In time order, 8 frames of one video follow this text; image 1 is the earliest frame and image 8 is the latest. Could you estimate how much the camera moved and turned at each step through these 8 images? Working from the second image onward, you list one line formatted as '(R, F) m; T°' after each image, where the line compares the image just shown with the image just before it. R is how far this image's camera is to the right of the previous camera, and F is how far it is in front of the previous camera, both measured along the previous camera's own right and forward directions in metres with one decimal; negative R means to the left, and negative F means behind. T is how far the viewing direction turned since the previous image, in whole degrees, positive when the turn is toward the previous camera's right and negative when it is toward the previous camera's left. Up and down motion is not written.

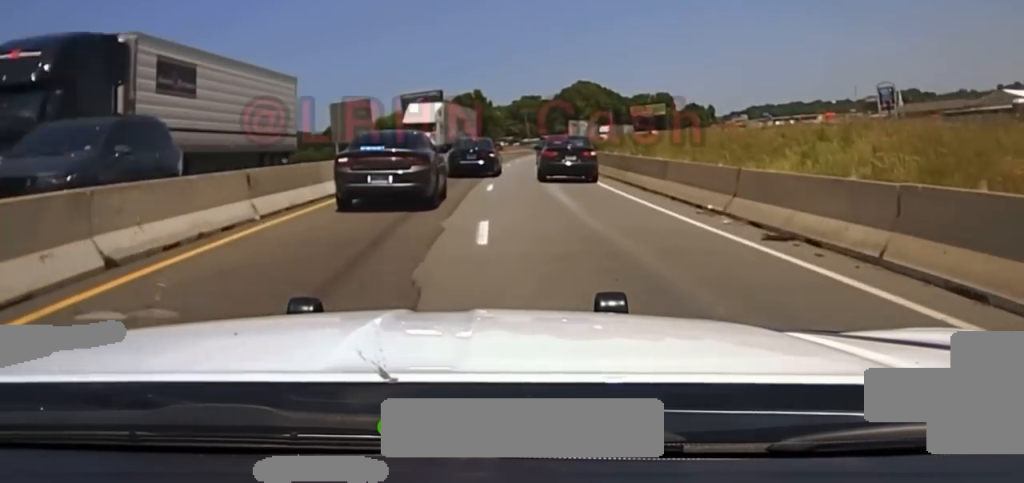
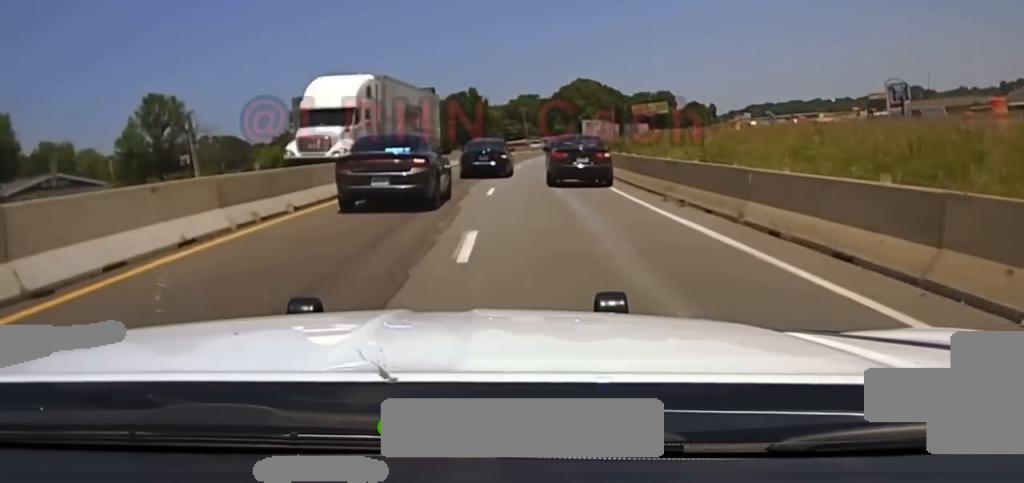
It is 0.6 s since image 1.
(+0.1, +14.7) m; +1°
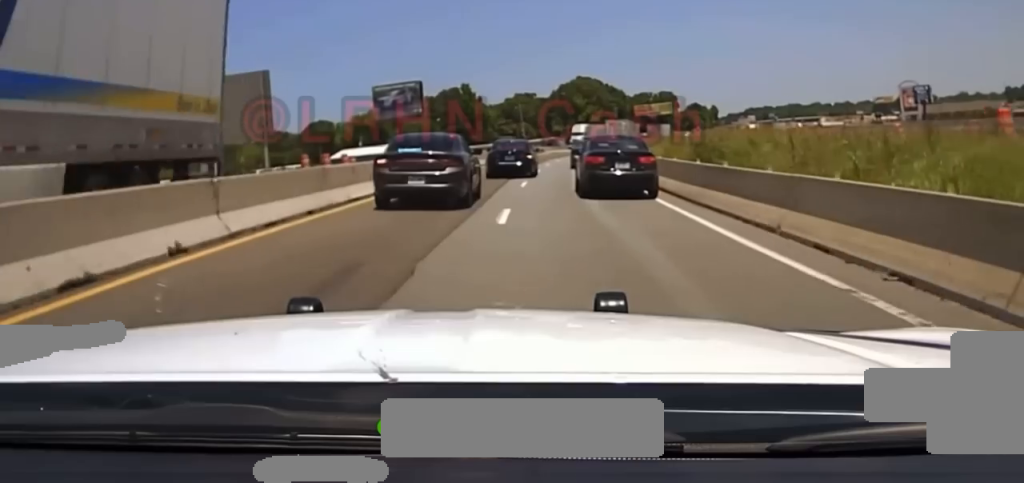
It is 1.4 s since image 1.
(+0.2, +20.2) m; +2°
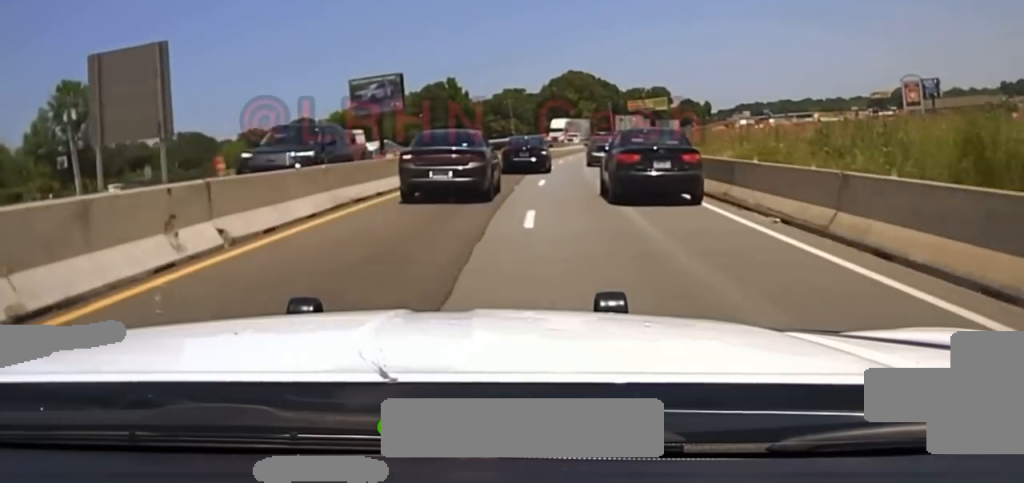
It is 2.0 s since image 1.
(+0.2, +14.9) m; +1°
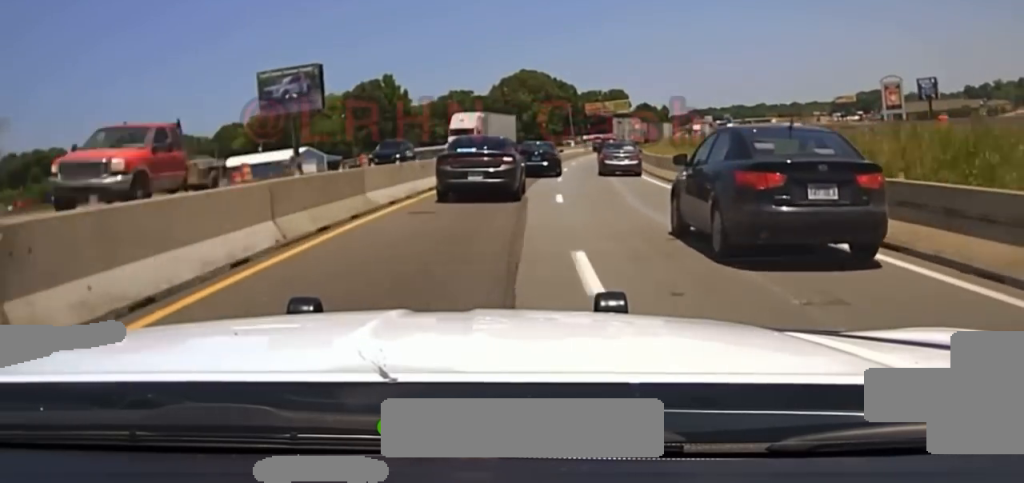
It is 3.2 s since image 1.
(+0.4, +31.0) m; +2°
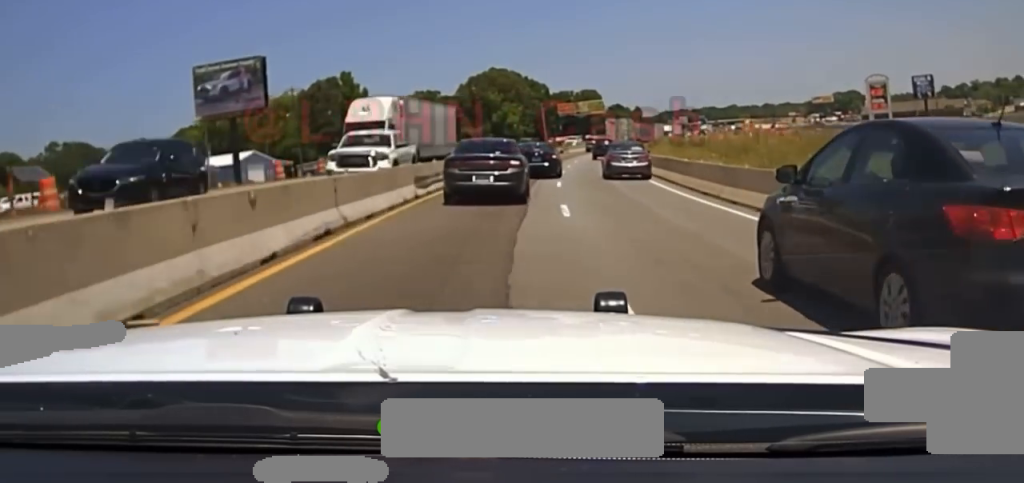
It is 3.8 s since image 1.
(+0.3, +13.5) m; +2°
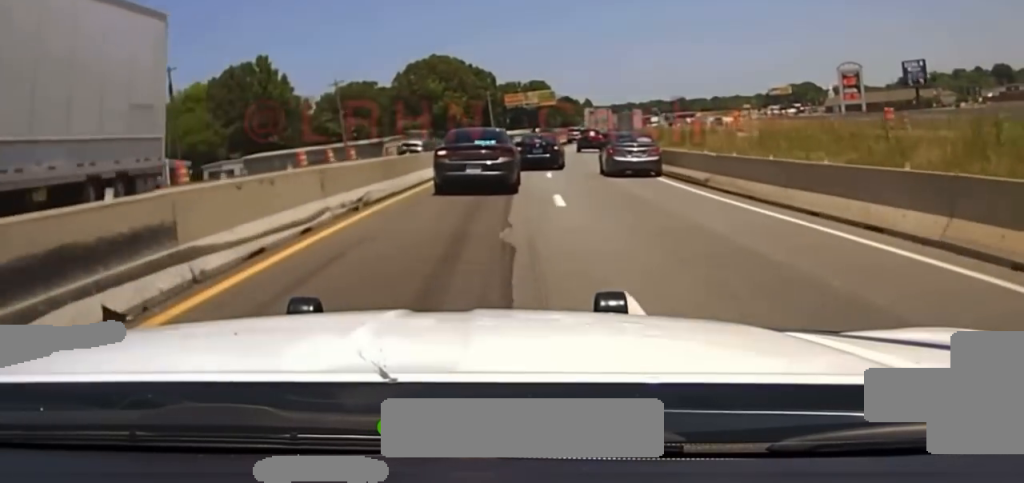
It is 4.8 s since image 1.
(+0.5, +21.1) m; +2°
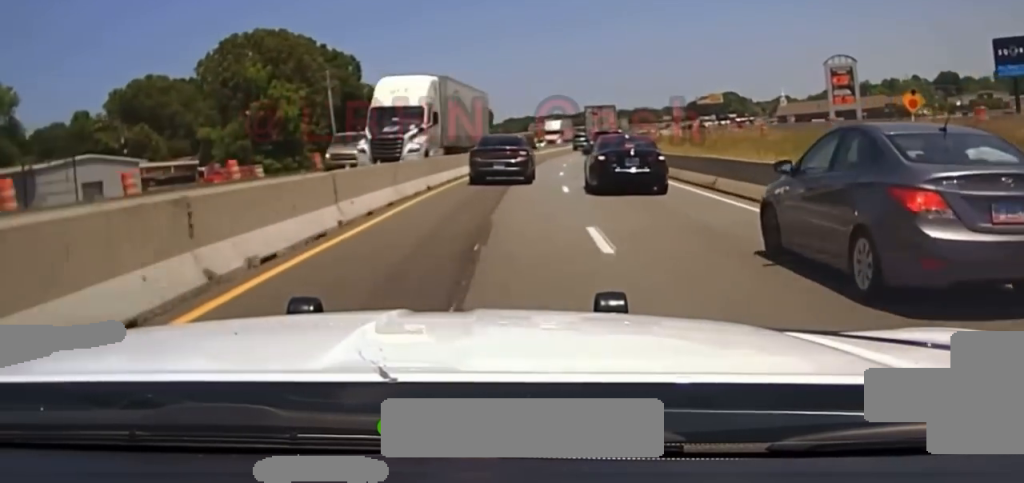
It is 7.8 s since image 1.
(+5.8, +77.6) m; +8°
